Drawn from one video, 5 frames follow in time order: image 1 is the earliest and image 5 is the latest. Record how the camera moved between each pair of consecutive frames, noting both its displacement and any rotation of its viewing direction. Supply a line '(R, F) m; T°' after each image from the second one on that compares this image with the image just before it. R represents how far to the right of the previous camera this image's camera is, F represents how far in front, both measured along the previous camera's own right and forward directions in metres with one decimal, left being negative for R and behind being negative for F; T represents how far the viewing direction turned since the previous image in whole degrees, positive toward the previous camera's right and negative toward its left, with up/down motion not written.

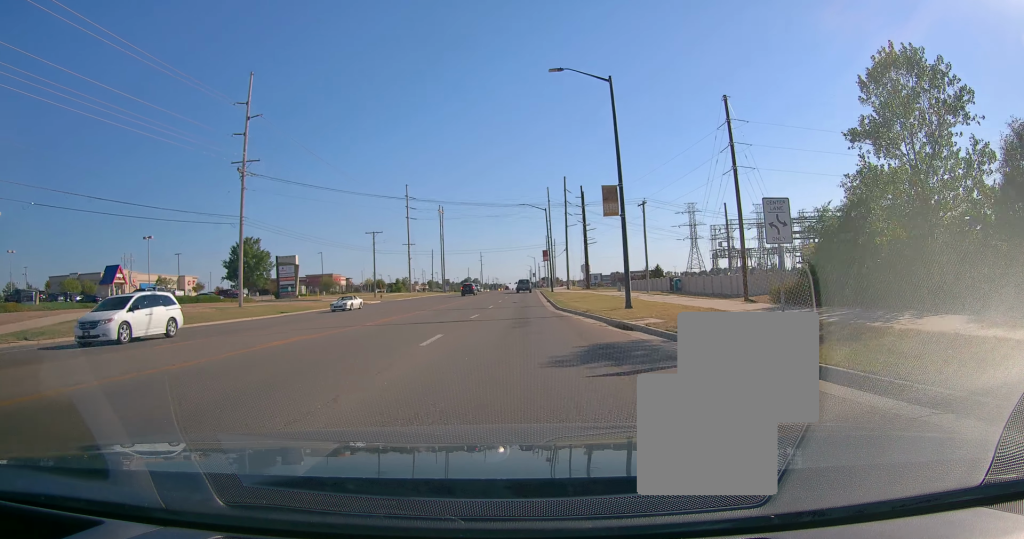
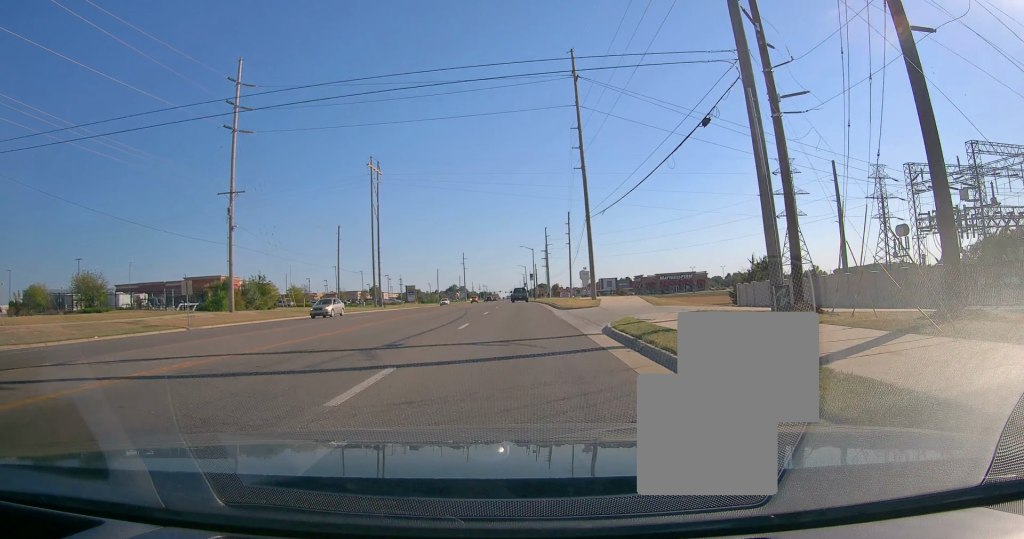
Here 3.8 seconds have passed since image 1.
(+1.4, +79.9) m; +1°
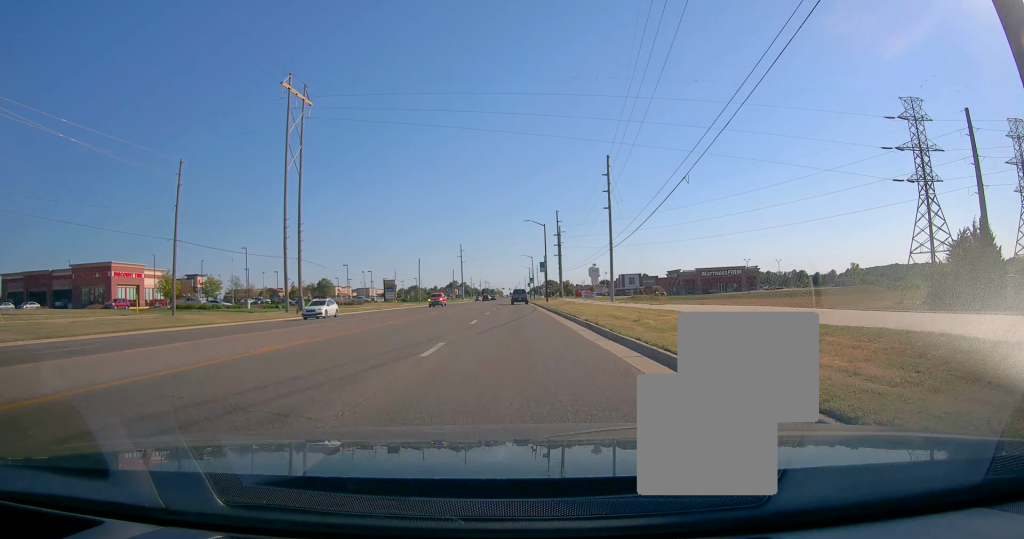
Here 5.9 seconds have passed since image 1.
(-0.9, +44.0) m; -1°
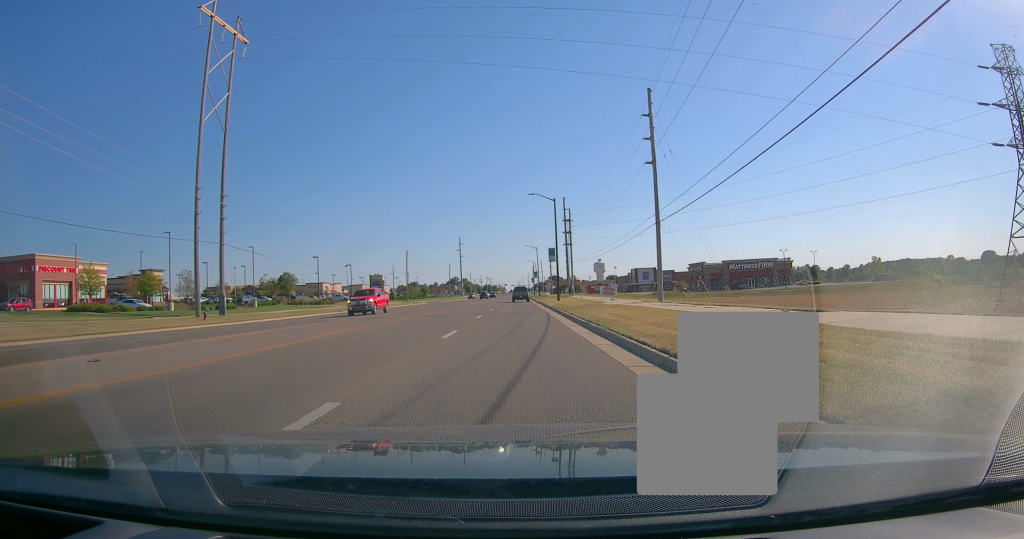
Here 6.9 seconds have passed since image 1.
(0.0, +20.3) m; 0°
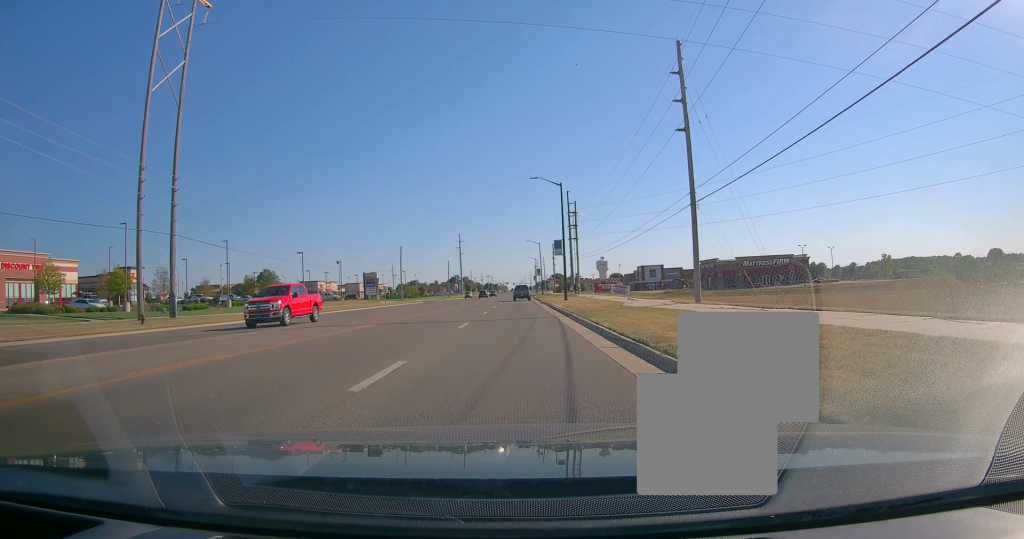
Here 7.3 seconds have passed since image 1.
(0.0, +8.4) m; 0°
